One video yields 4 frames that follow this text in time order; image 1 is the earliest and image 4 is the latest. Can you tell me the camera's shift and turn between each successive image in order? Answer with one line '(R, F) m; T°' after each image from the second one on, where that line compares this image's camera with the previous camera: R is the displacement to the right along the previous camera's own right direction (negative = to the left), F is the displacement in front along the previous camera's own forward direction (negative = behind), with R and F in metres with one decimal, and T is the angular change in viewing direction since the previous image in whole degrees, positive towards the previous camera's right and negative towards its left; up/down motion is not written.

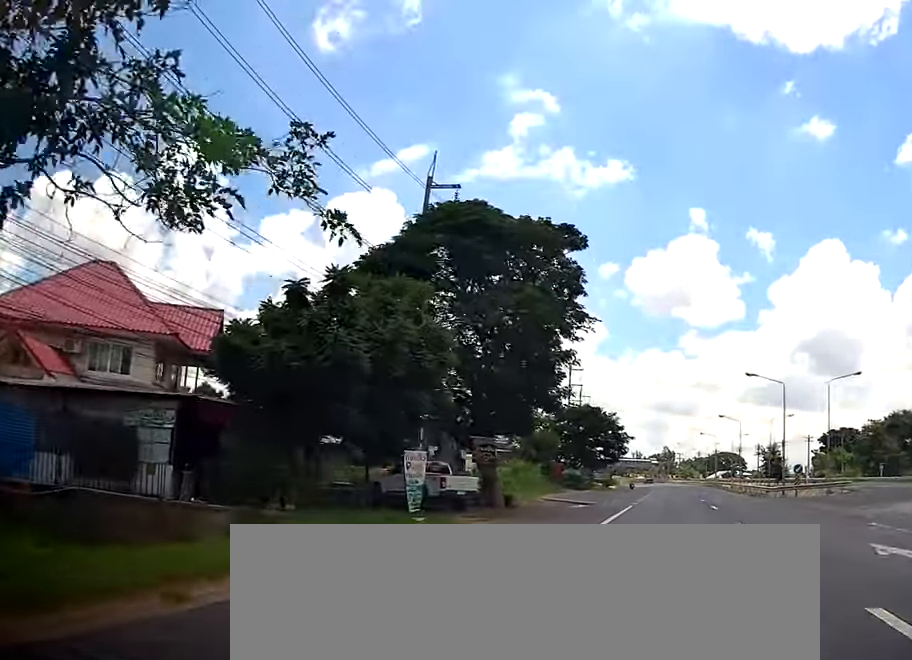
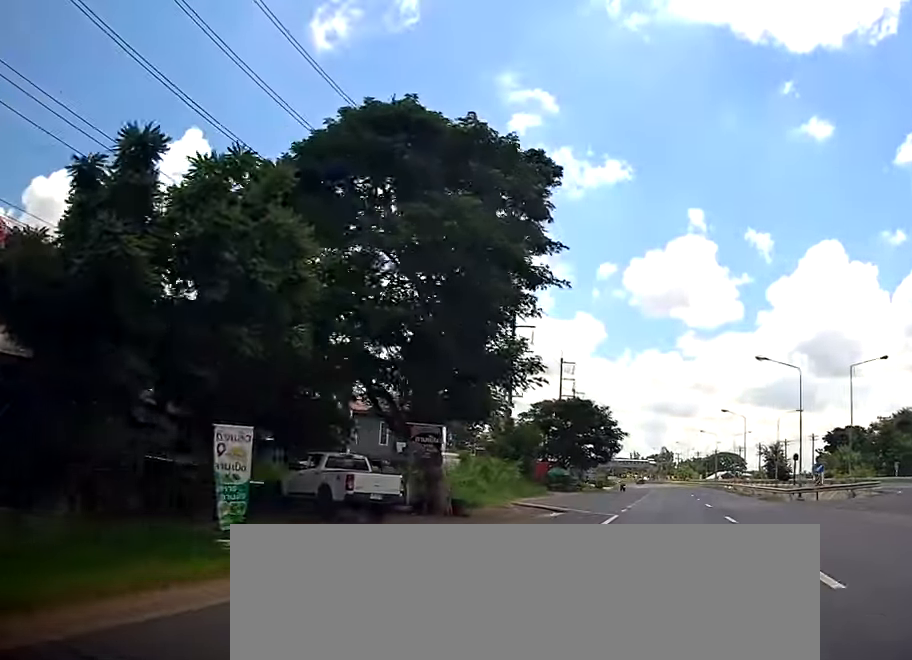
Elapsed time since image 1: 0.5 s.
(+0.1, +7.9) m; -1°
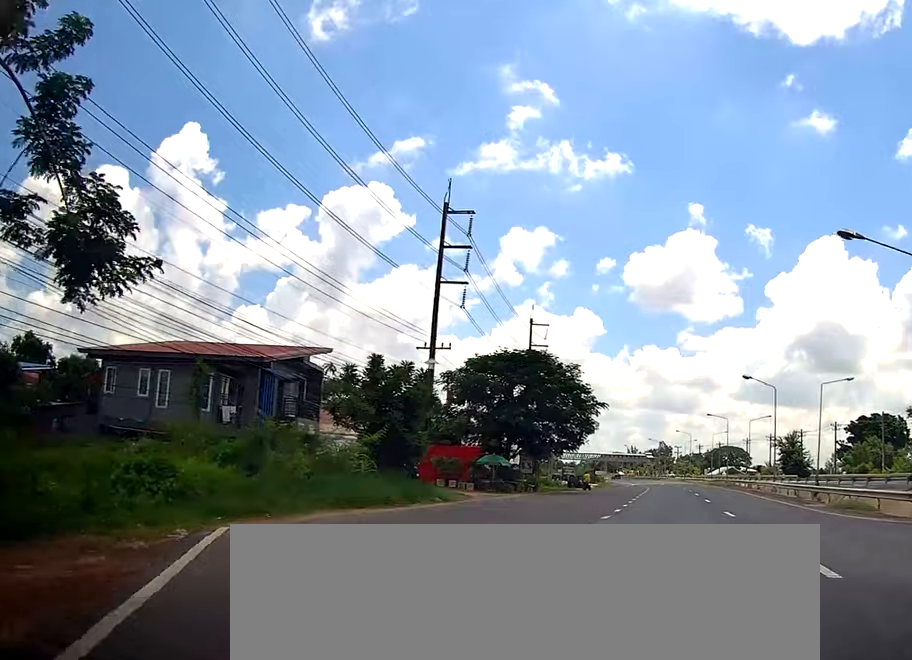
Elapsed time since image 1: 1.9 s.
(-0.6, +24.7) m; 0°
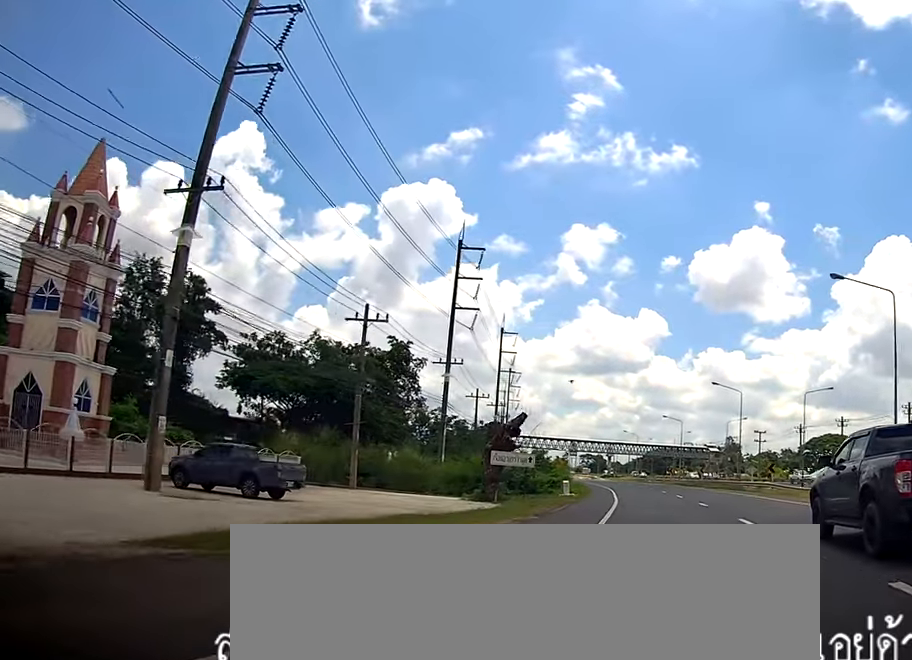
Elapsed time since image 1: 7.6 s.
(+2.4, +104.7) m; -3°
